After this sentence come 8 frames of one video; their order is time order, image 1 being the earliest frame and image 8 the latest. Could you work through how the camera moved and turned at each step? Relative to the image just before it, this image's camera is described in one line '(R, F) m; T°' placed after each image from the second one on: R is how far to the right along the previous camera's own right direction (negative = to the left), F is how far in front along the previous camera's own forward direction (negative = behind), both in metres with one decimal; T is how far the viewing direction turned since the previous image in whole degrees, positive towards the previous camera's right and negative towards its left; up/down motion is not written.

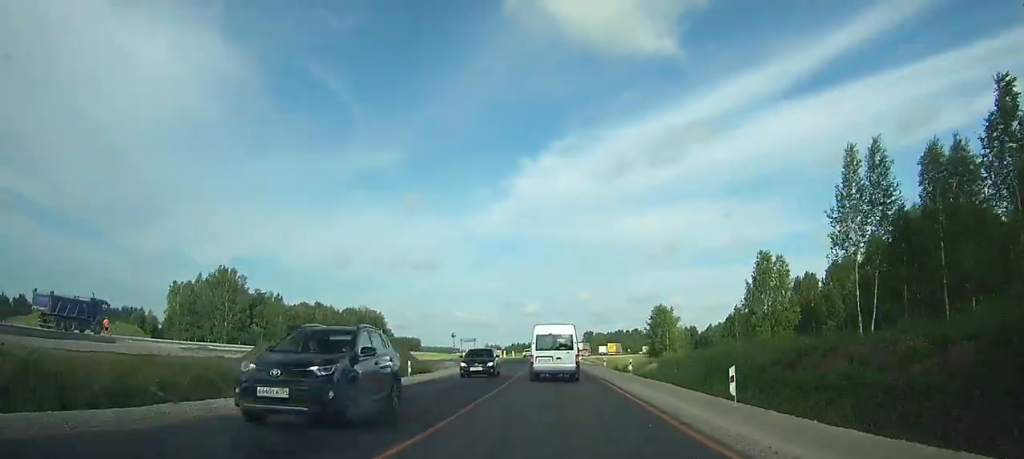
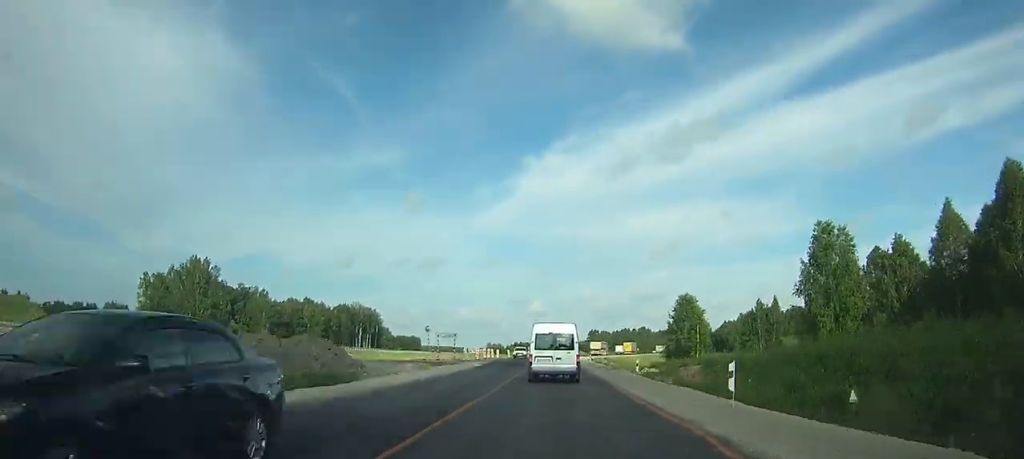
(-0.1, +16.4) m; -1°
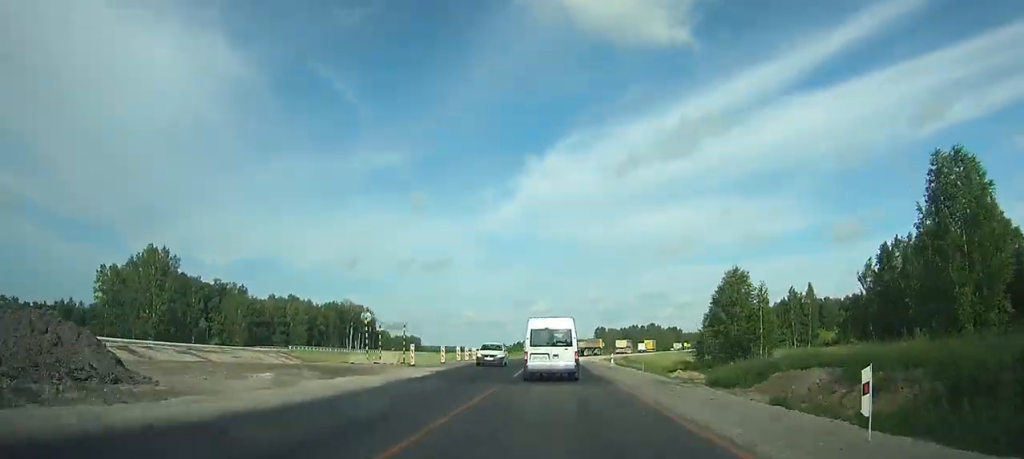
(-0.2, +19.6) m; -1°
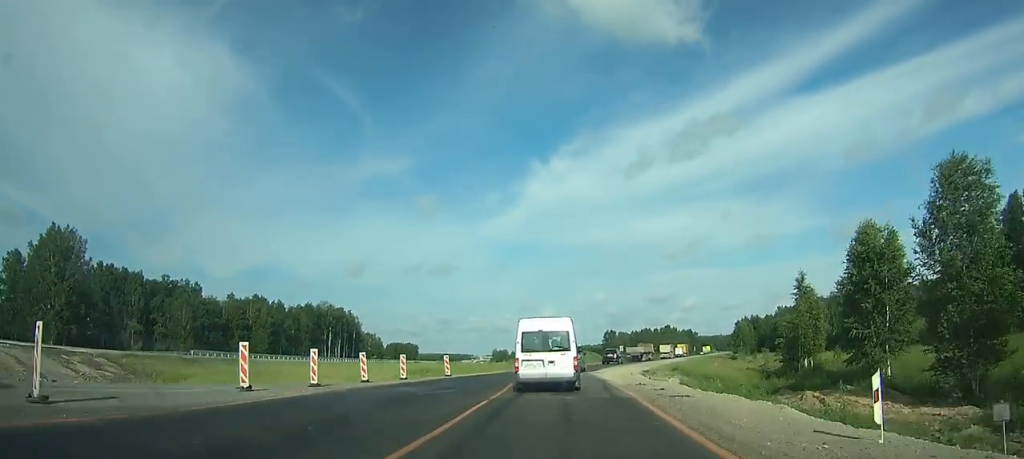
(0.0, +31.3) m; +1°
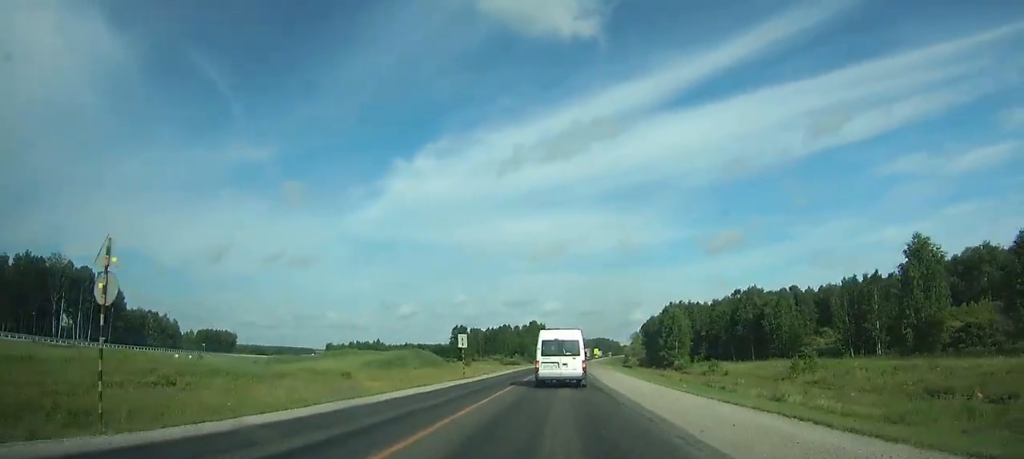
(+10.7, +82.2) m; +15°
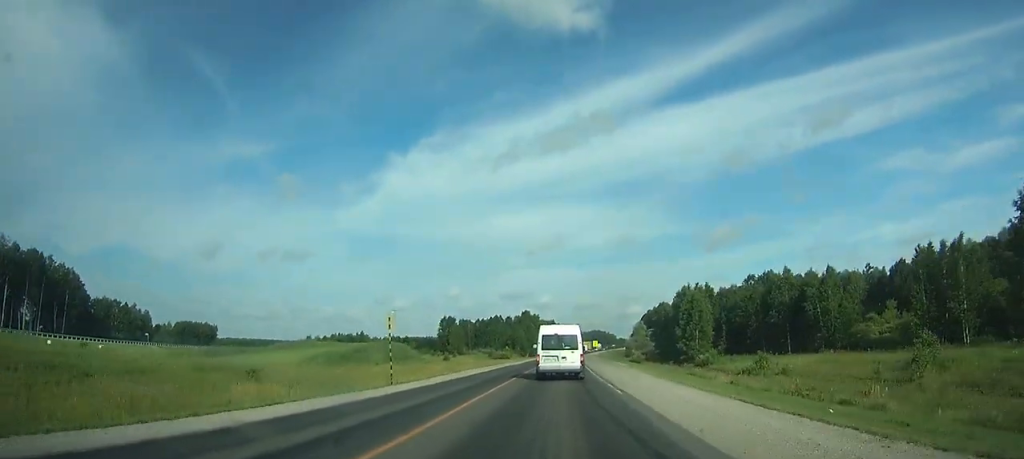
(+0.1, +20.2) m; 0°
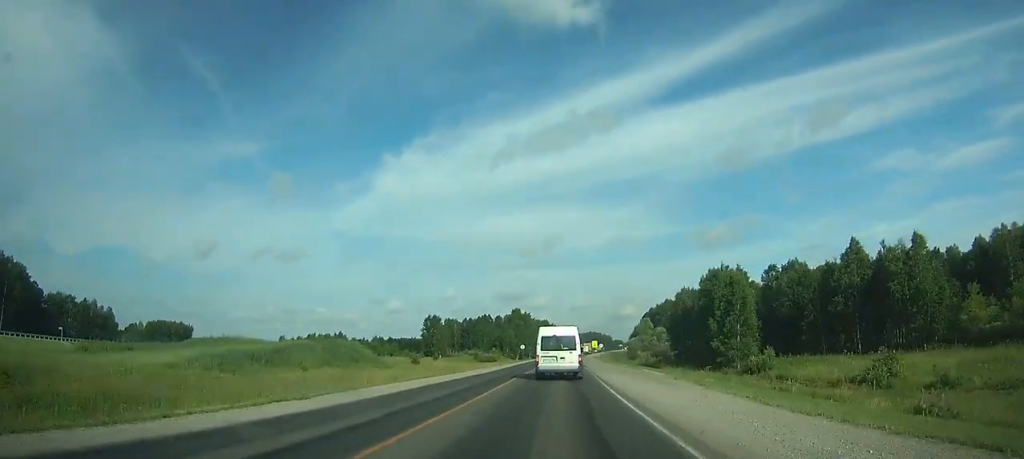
(+0.1, +22.4) m; 0°
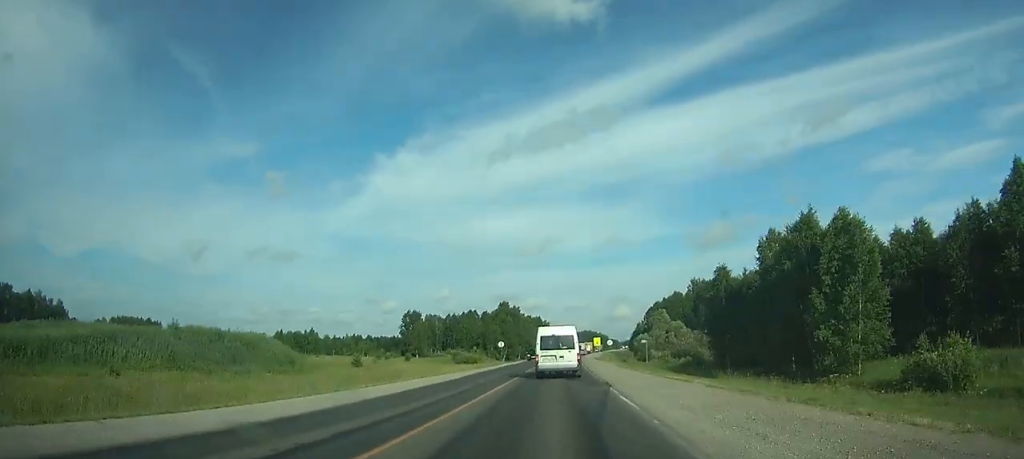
(+0.1, +27.1) m; 0°
